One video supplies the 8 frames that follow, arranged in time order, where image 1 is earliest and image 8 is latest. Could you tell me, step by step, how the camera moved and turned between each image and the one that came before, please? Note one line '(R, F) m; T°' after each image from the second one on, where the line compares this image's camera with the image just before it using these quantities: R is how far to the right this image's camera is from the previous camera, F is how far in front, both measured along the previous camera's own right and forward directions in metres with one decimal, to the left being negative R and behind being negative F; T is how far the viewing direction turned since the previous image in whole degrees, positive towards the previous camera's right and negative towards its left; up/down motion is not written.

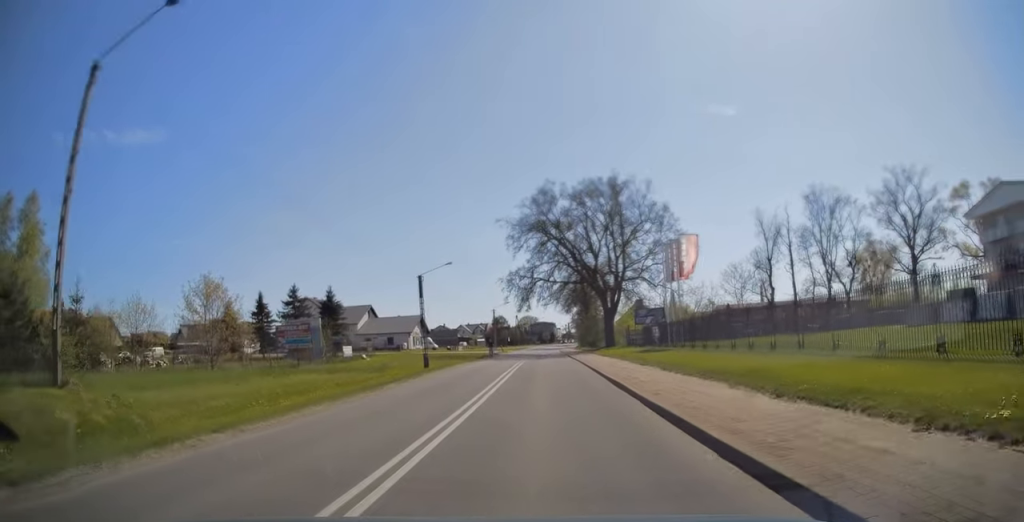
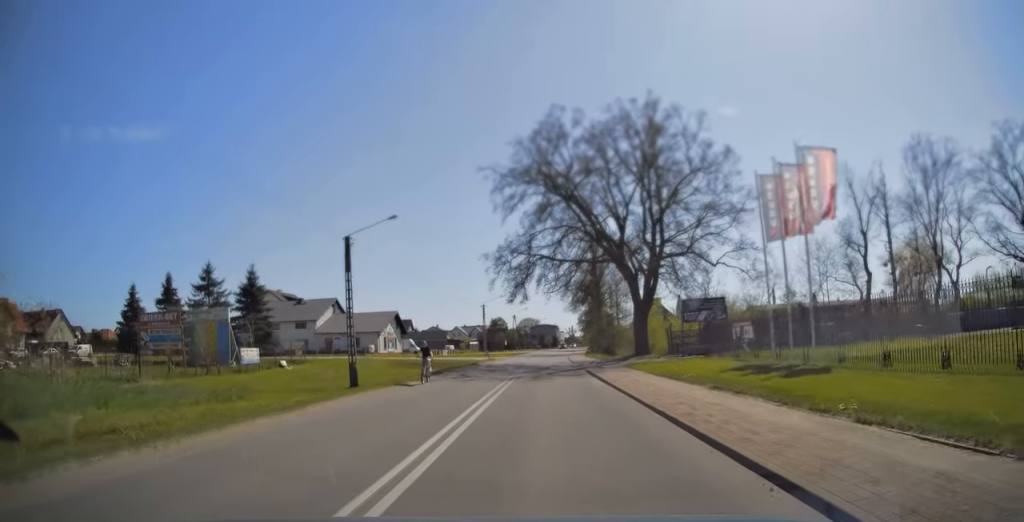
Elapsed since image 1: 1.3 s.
(0.0, +21.2) m; 0°
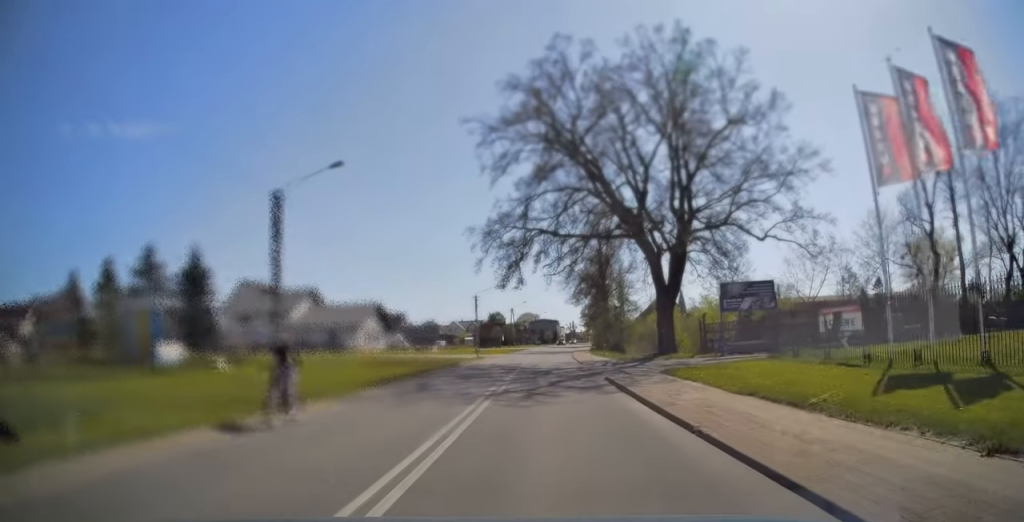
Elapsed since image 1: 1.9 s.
(0.0, +9.5) m; 0°
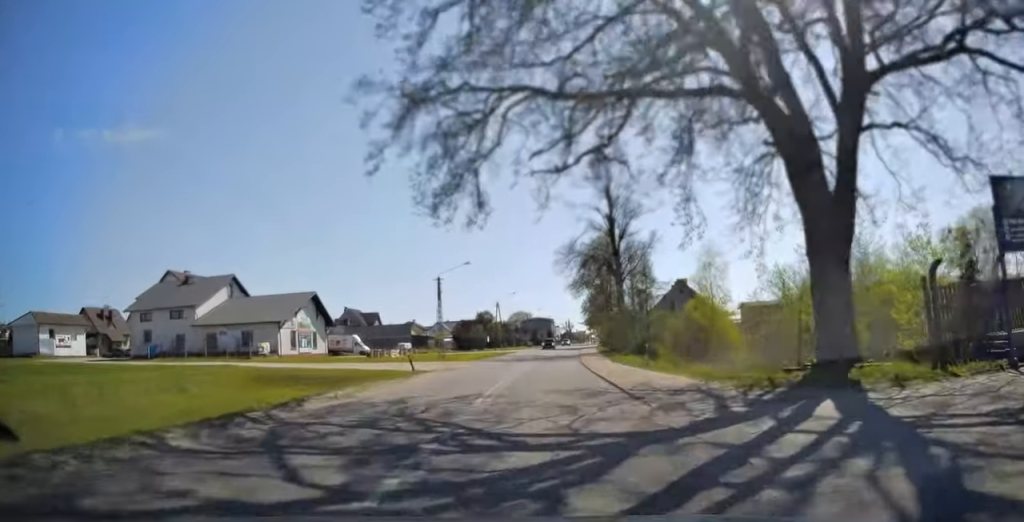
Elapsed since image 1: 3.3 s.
(+0.1, +22.6) m; +1°
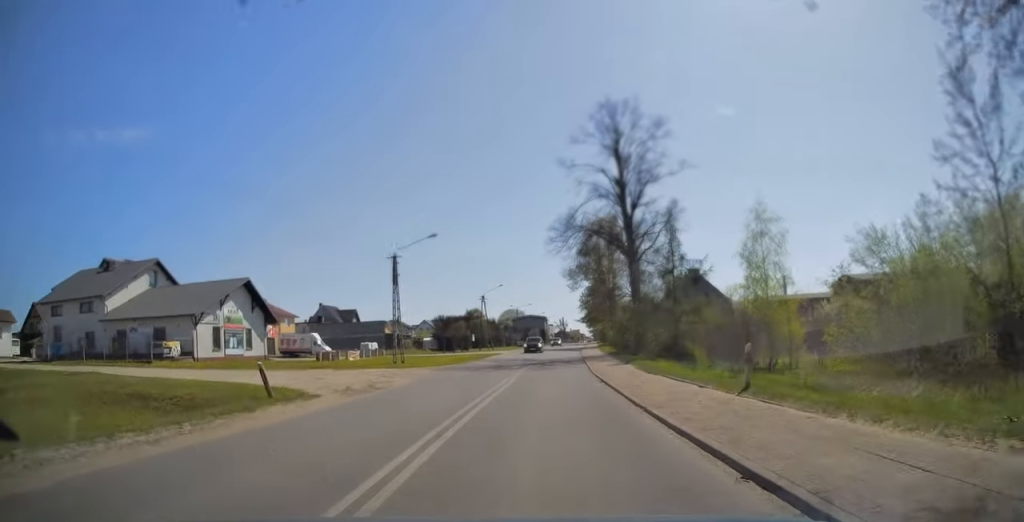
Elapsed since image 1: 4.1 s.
(+0.1, +13.6) m; +1°
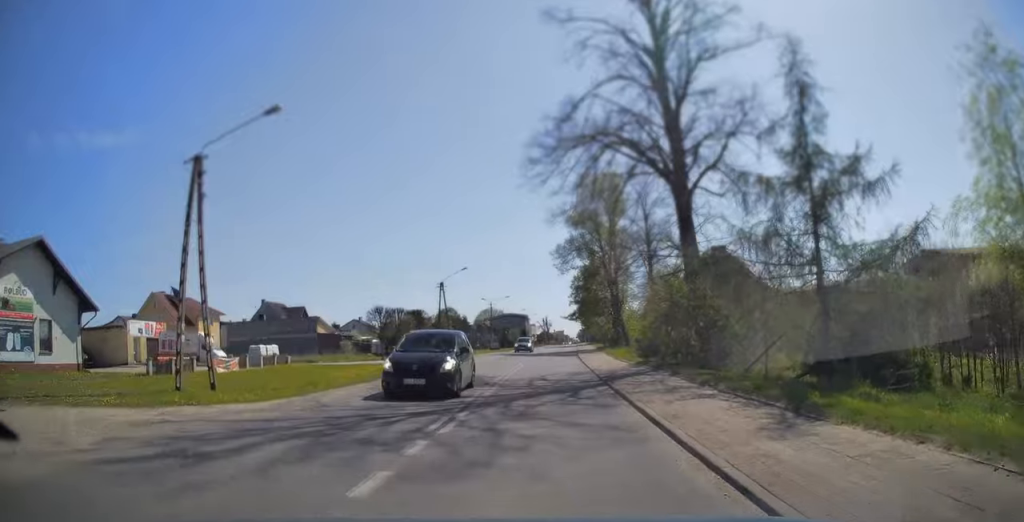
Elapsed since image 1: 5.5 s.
(+0.3, +22.7) m; +1°
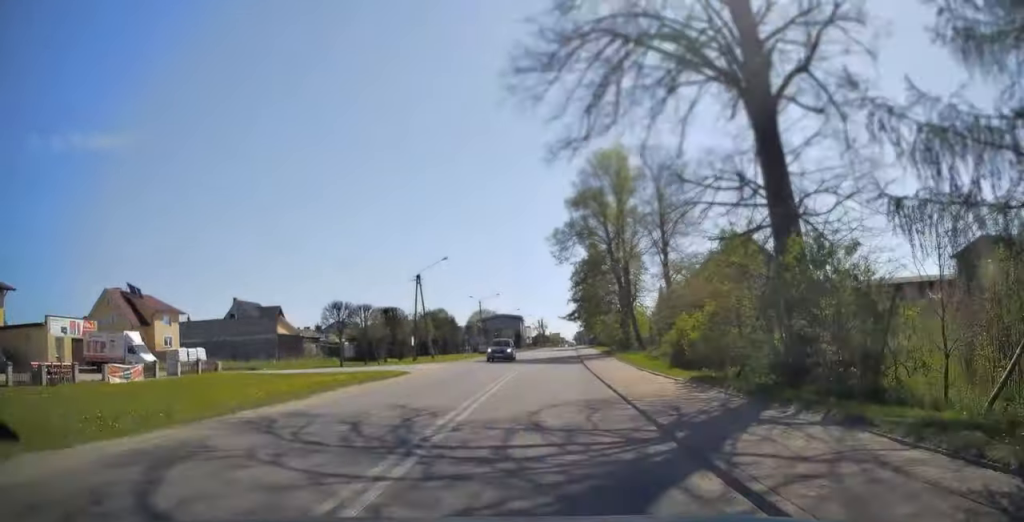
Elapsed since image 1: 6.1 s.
(+0.1, +10.4) m; +1°
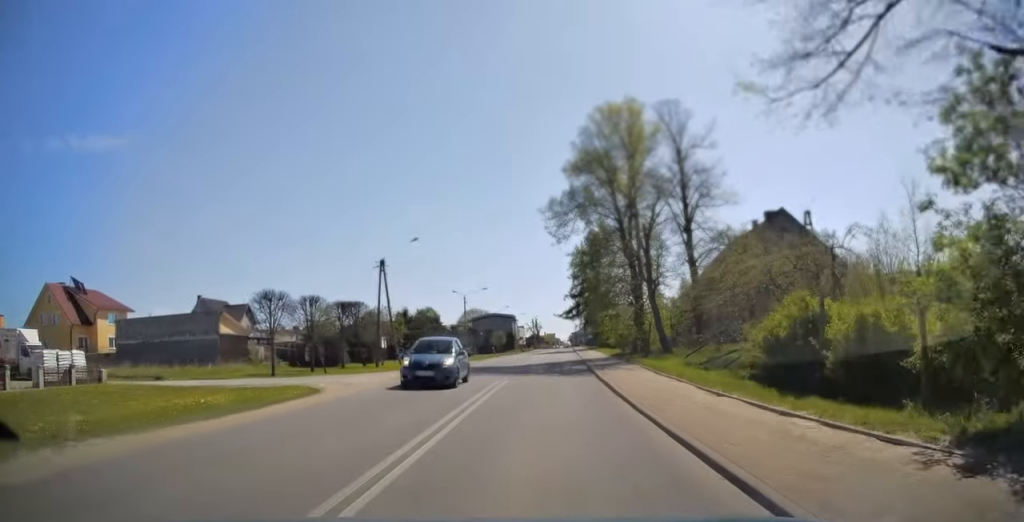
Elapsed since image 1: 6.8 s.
(0.0, +11.2) m; +1°
